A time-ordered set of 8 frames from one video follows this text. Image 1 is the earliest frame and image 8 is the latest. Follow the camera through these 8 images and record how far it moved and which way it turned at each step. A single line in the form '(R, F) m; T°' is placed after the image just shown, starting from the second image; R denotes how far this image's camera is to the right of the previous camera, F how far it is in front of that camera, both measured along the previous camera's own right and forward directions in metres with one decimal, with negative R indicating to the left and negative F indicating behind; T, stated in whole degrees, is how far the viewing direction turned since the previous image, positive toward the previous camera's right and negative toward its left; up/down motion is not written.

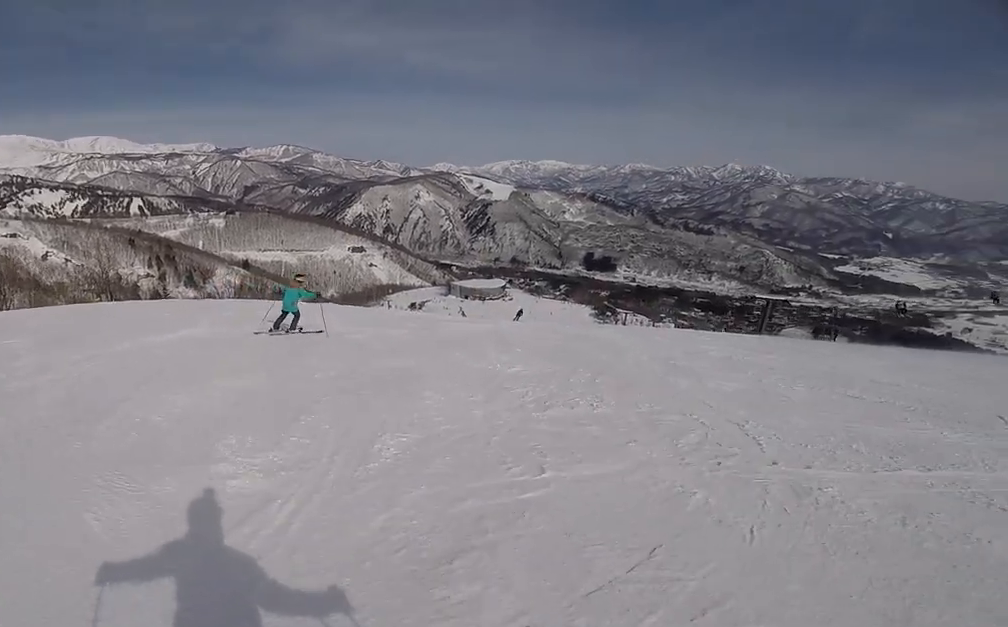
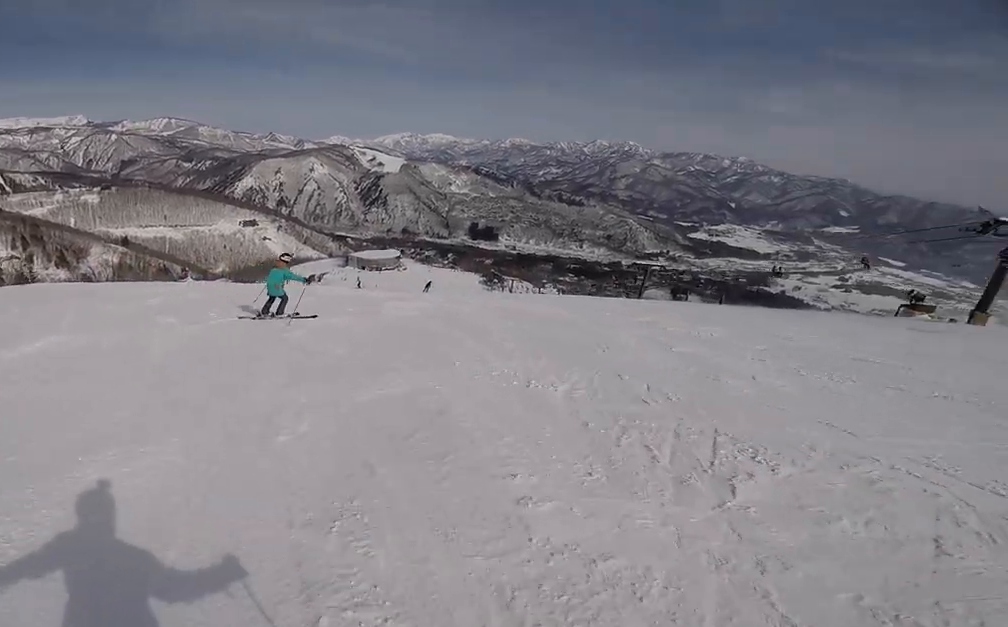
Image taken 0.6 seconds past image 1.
(+0.1, +2.5) m; +15°
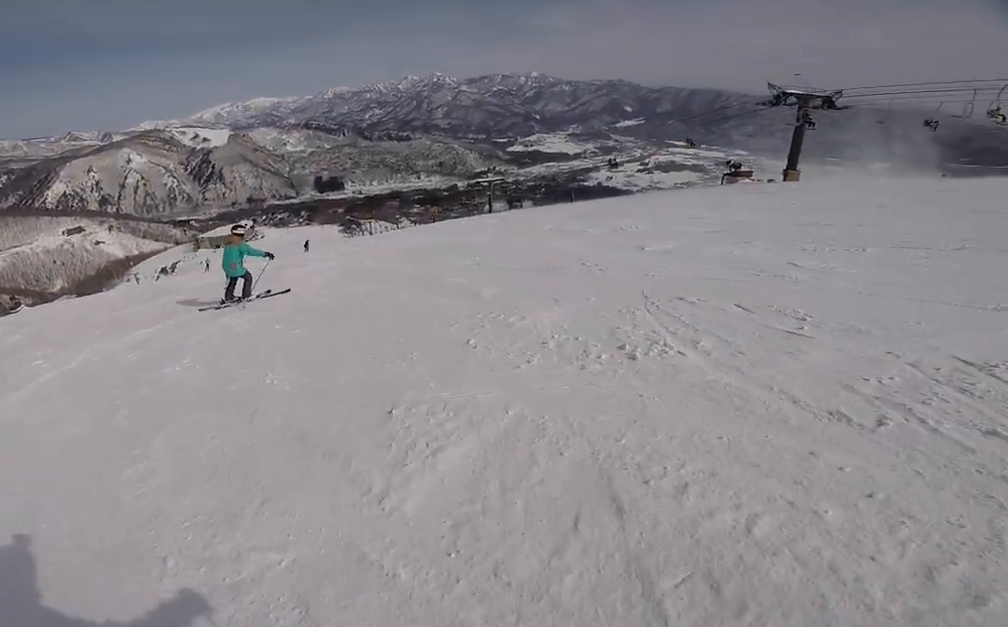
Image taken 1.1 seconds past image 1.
(+0.5, +2.2) m; +15°
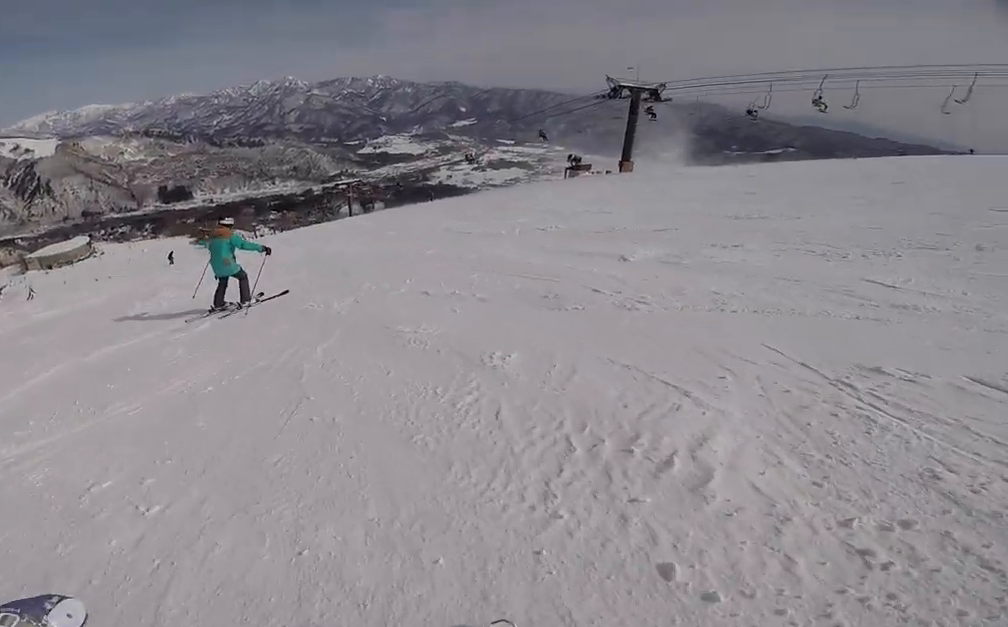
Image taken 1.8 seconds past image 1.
(+0.4, +2.8) m; +14°
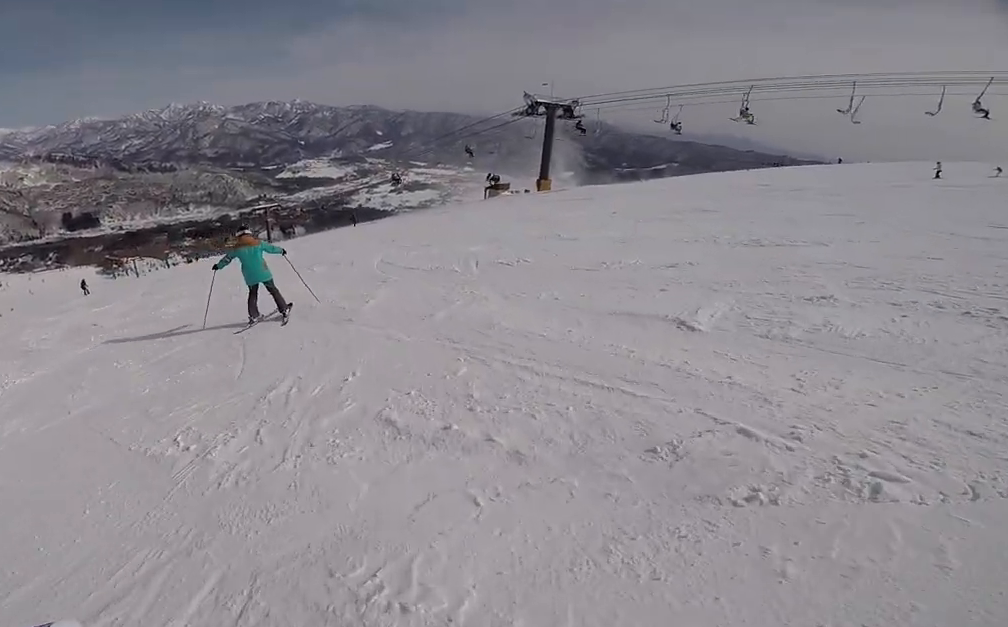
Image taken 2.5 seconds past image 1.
(+0.3, +3.3) m; +10°
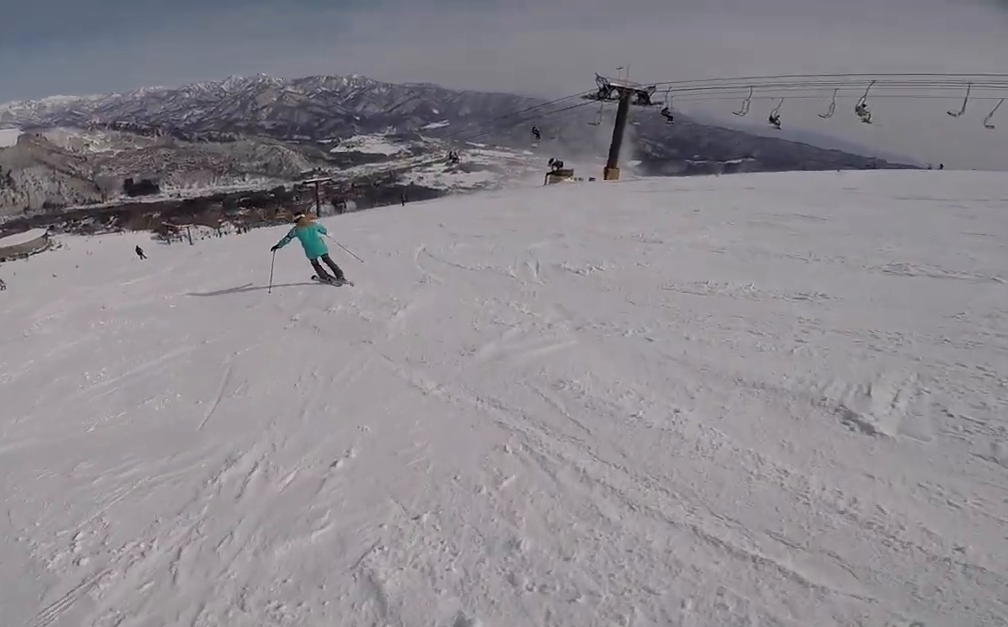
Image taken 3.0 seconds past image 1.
(+0.3, +1.9) m; 0°
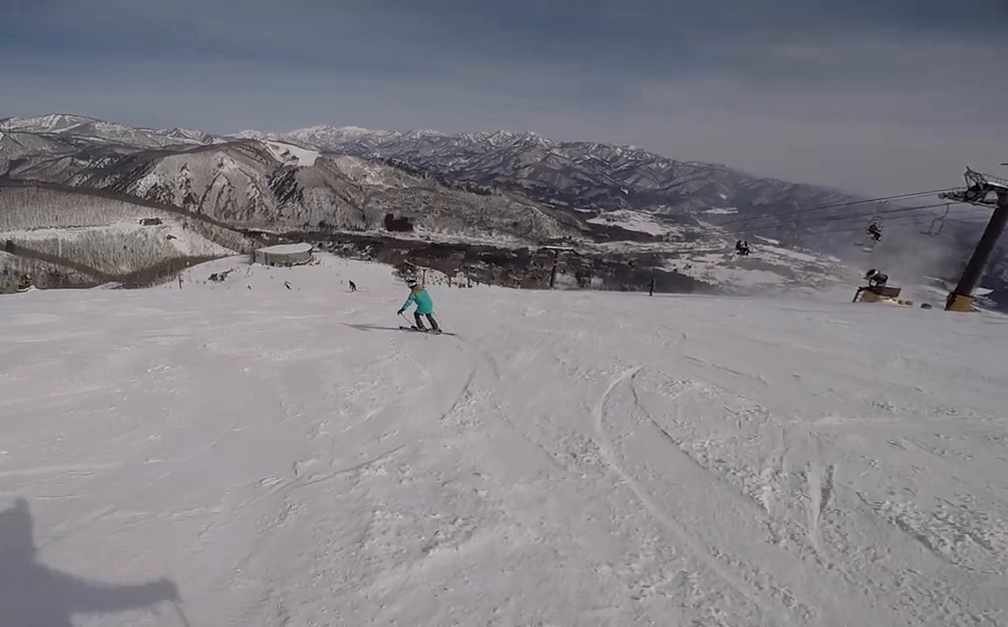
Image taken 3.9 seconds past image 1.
(-0.1, +4.3) m; -11°
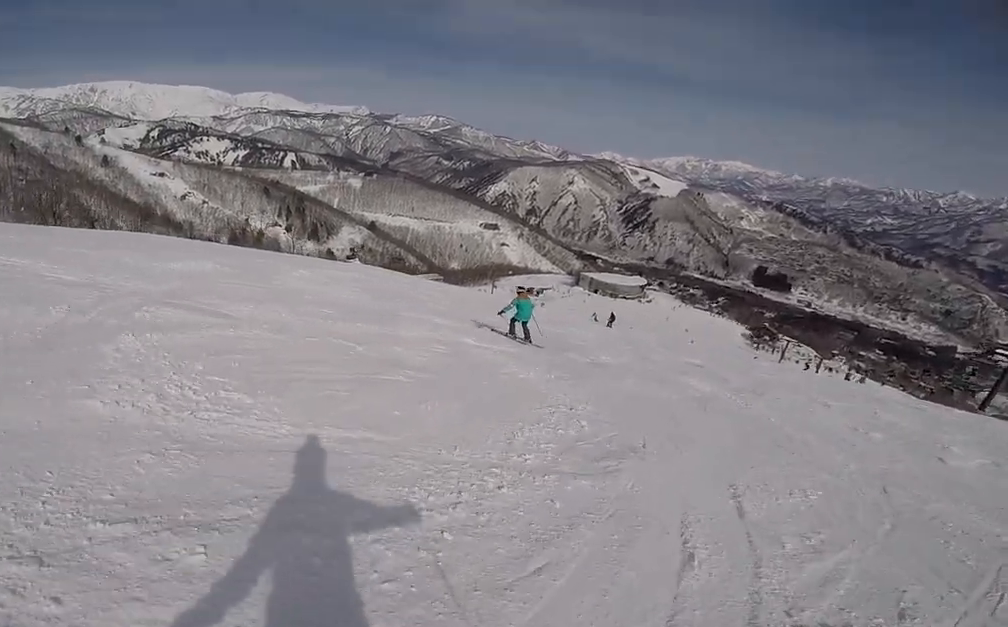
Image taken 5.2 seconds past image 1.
(-1.3, +5.8) m; -24°
